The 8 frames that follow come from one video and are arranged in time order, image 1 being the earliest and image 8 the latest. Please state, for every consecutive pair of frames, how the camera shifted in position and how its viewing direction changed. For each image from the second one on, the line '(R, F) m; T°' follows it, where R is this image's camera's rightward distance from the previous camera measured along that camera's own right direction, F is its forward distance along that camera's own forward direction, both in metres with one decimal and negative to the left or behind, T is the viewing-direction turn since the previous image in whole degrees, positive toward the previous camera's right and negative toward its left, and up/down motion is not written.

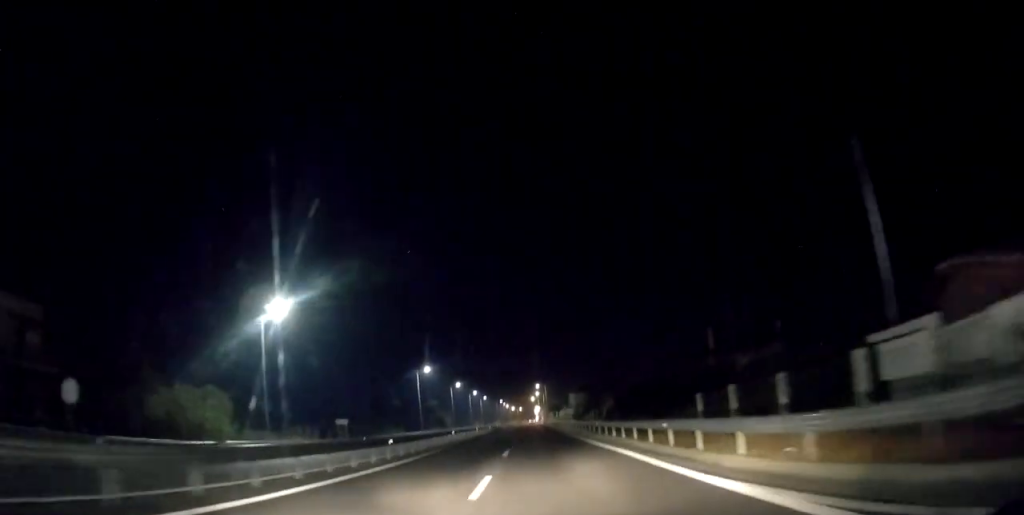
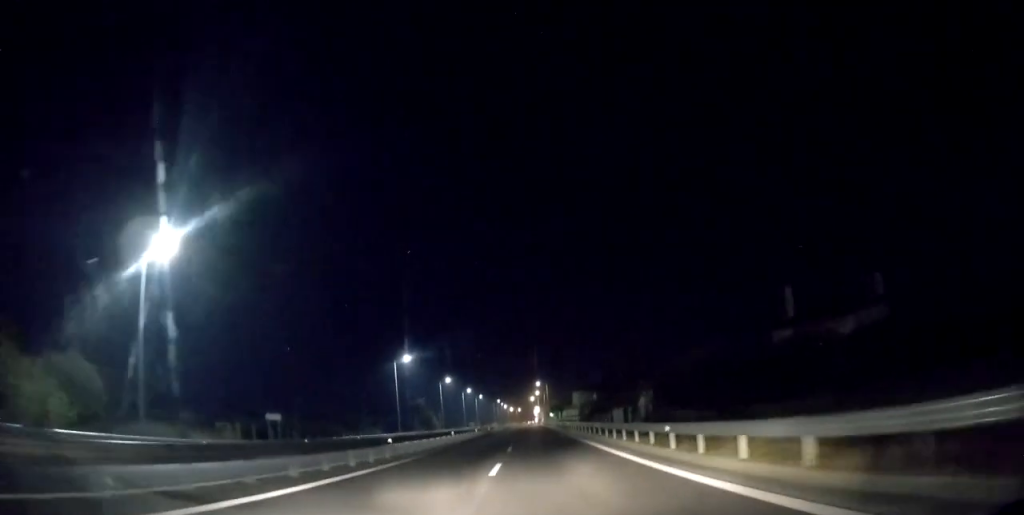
(+0.2, +18.3) m; 0°
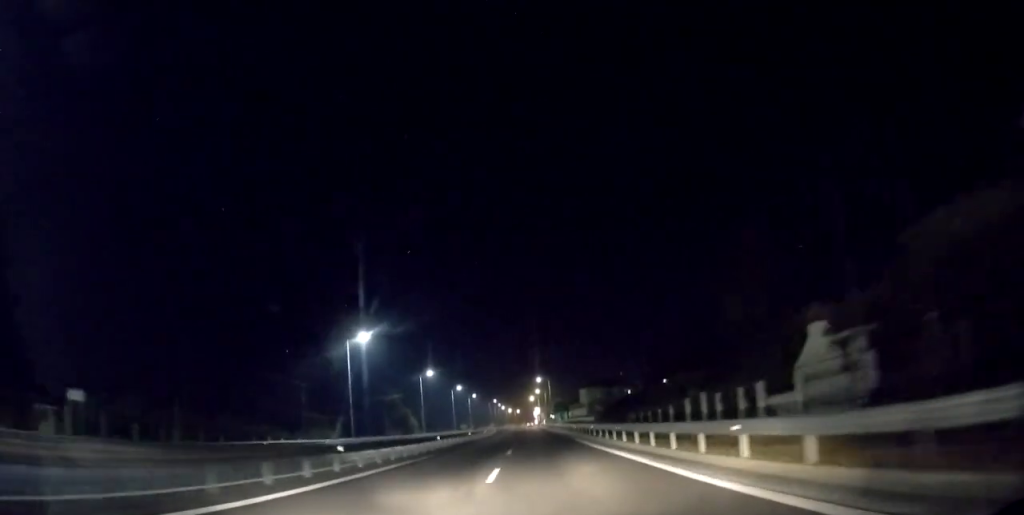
(-0.2, +24.1) m; -1°
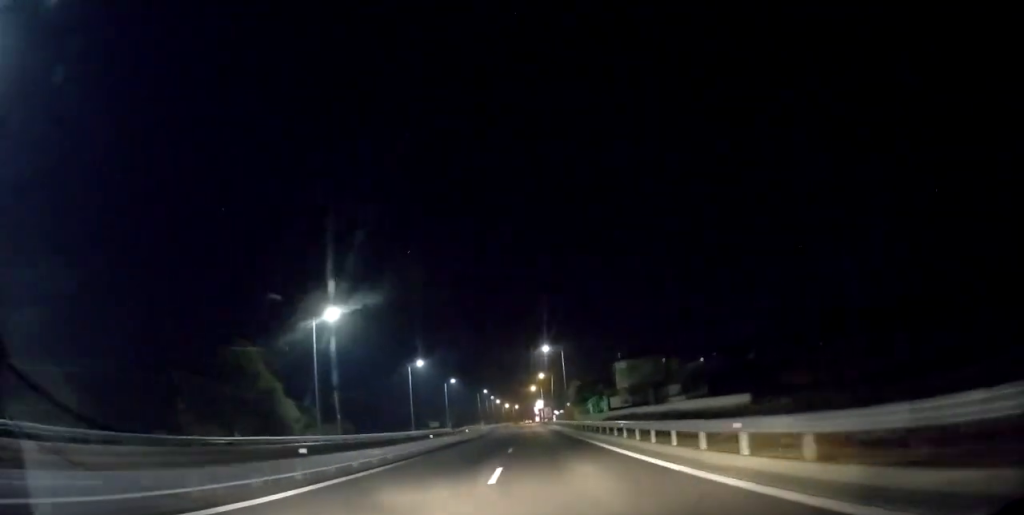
(+0.5, +56.8) m; +2°
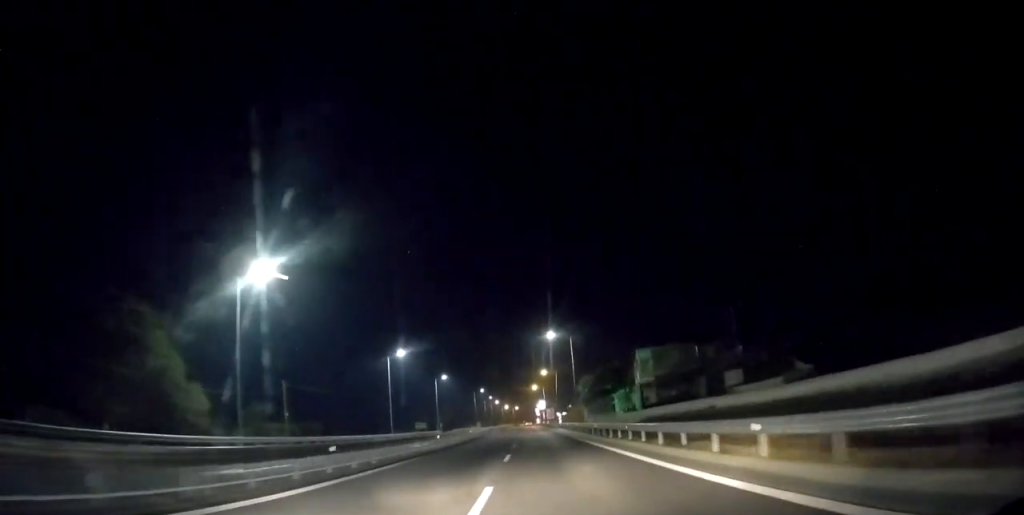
(+0.1, +16.0) m; 0°
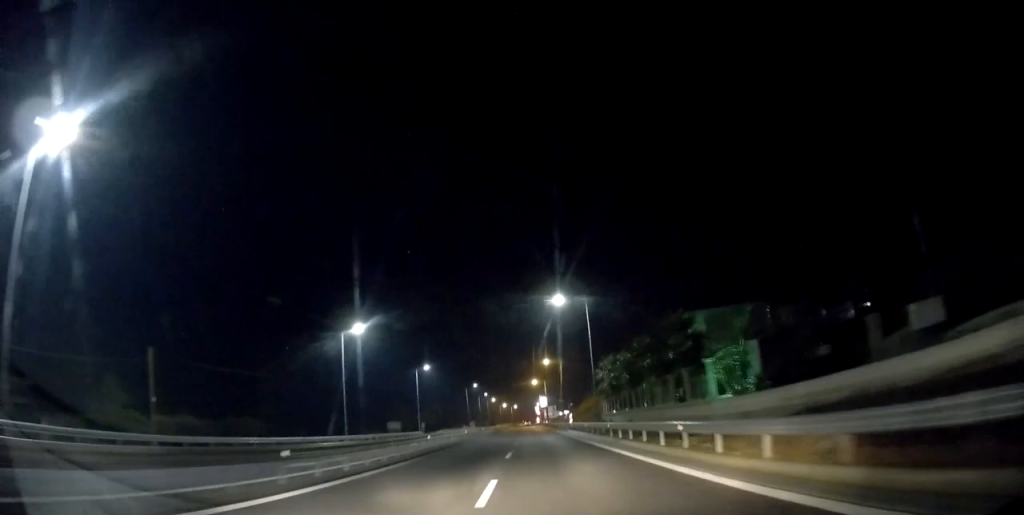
(0.0, +21.7) m; -1°
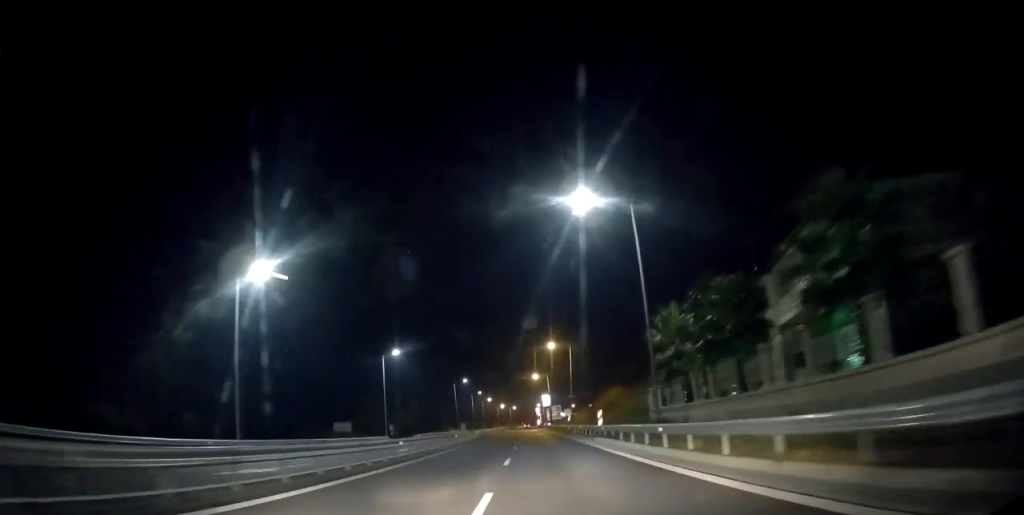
(-0.3, +24.7) m; -1°
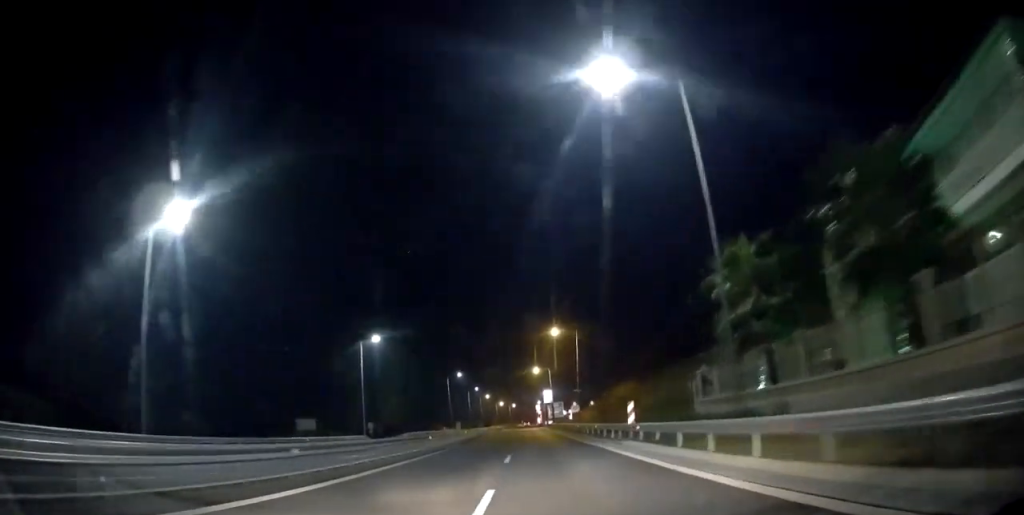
(0.0, +10.9) m; 0°
